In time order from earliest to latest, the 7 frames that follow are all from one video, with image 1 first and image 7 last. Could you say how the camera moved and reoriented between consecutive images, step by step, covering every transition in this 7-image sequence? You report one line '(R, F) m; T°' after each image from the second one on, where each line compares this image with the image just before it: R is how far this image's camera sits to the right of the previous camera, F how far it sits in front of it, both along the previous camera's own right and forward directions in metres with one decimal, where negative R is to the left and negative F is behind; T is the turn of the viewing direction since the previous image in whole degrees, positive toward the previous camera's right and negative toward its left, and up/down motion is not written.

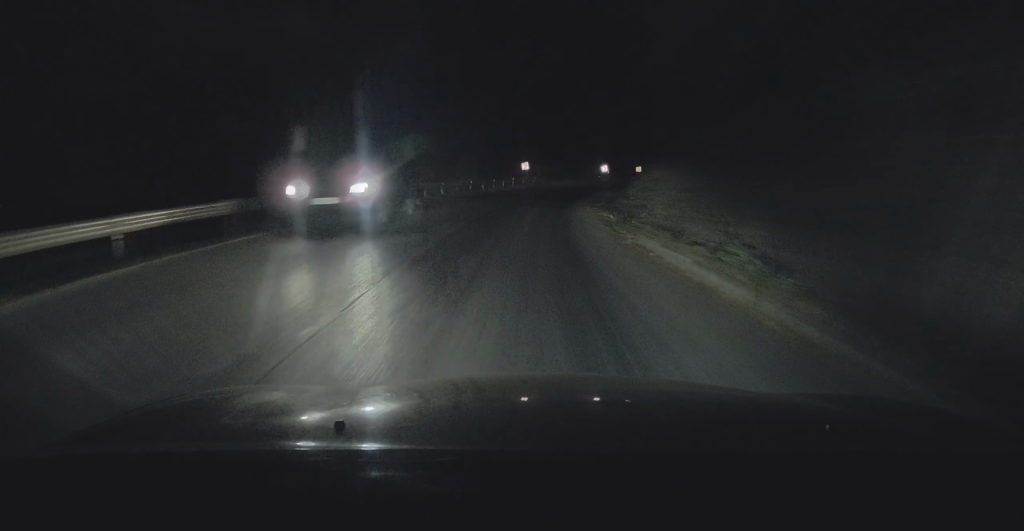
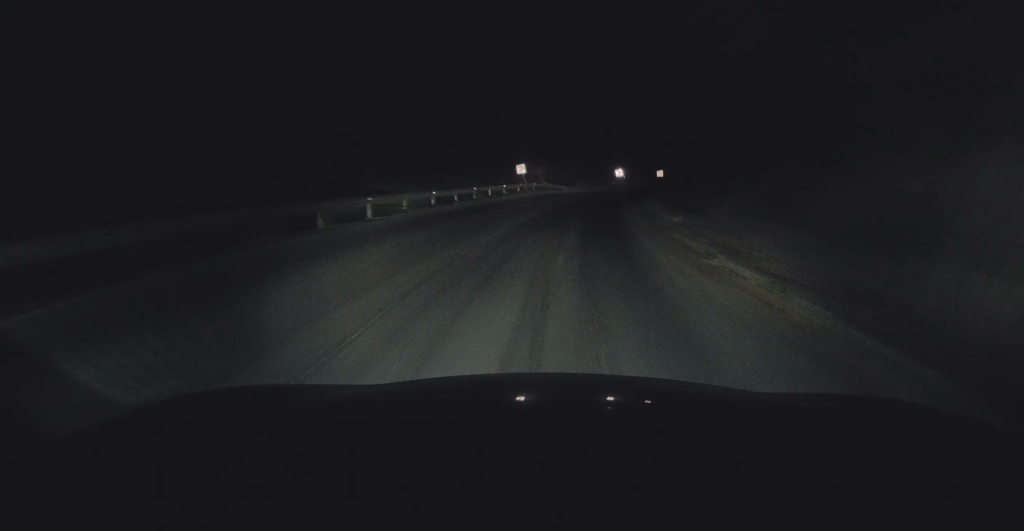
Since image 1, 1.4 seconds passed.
(+0.6, +15.4) m; +5°
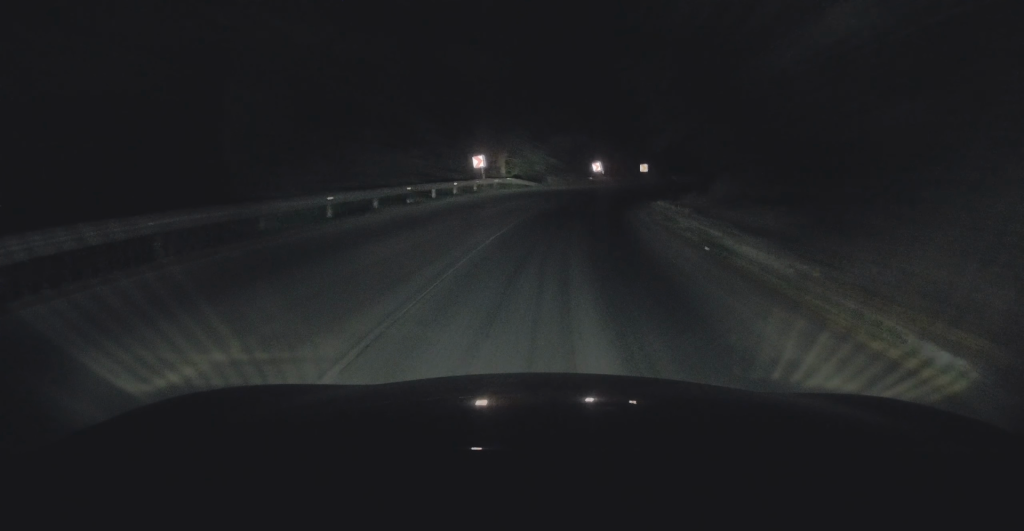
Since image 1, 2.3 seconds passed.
(+0.2, +10.3) m; +4°
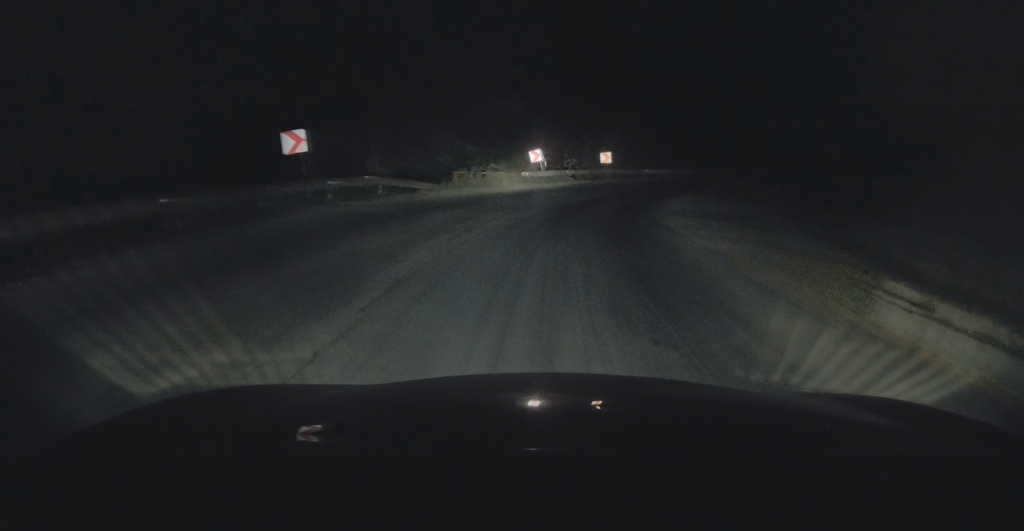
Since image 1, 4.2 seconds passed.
(+0.9, +24.0) m; +2°
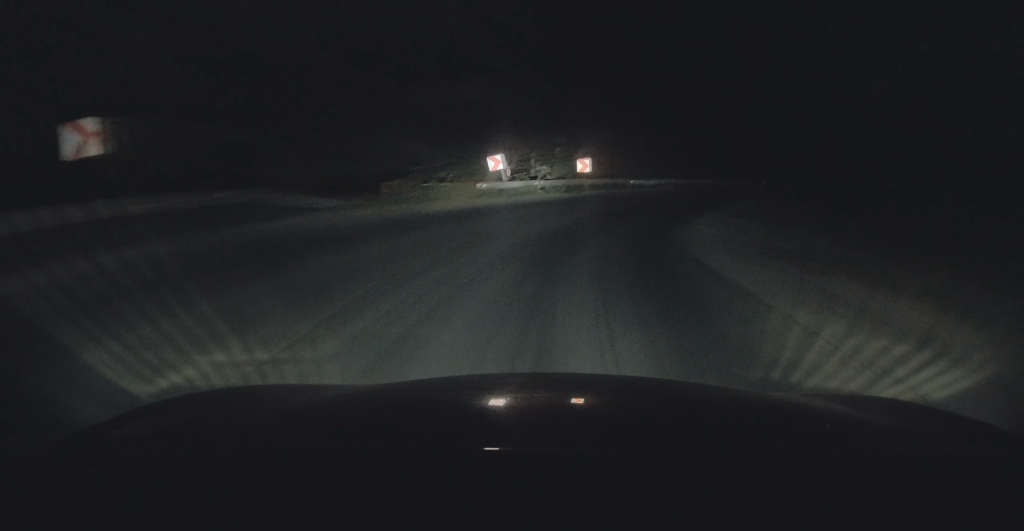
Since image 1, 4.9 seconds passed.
(+0.1, +10.1) m; +3°
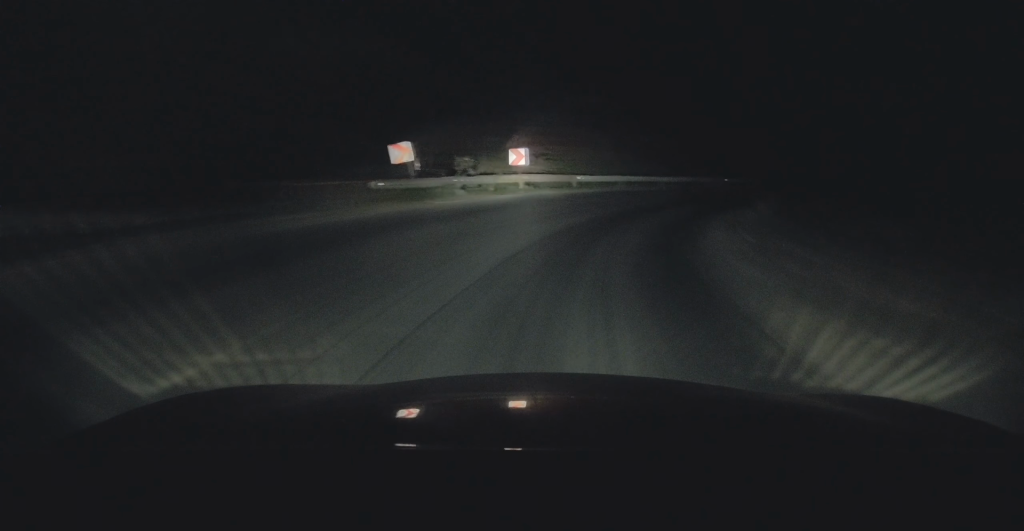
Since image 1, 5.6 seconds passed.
(+0.3, +9.1) m; +5°
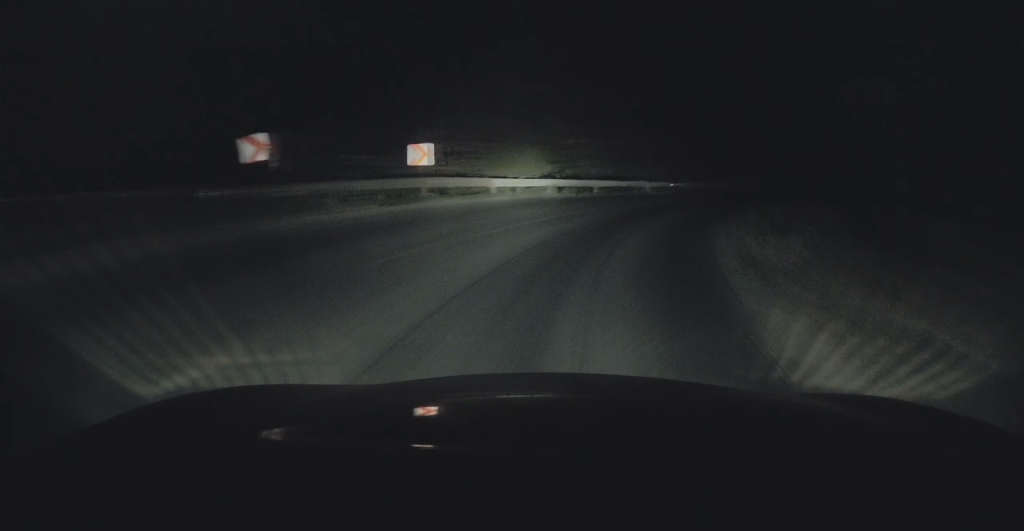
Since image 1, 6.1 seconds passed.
(+0.1, +7.3) m; +5°
